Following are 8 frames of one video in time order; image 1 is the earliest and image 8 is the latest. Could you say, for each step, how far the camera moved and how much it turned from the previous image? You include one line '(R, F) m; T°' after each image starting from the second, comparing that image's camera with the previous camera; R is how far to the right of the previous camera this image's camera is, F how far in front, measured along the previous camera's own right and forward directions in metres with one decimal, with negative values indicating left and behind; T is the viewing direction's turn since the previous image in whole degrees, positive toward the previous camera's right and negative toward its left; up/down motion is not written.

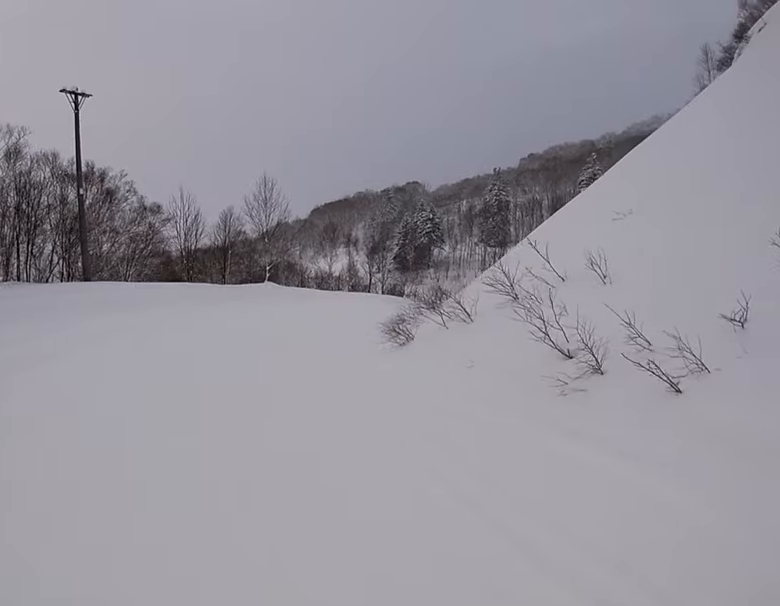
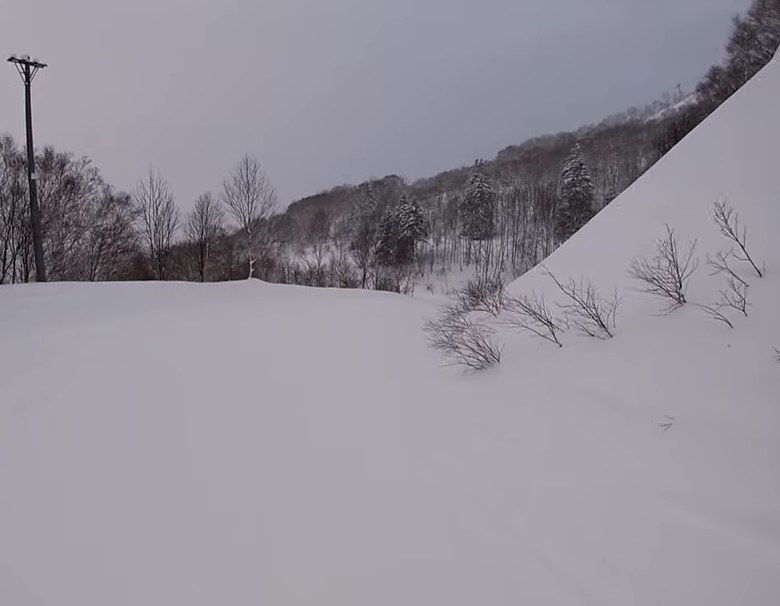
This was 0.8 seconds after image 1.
(+1.3, +4.4) m; +5°
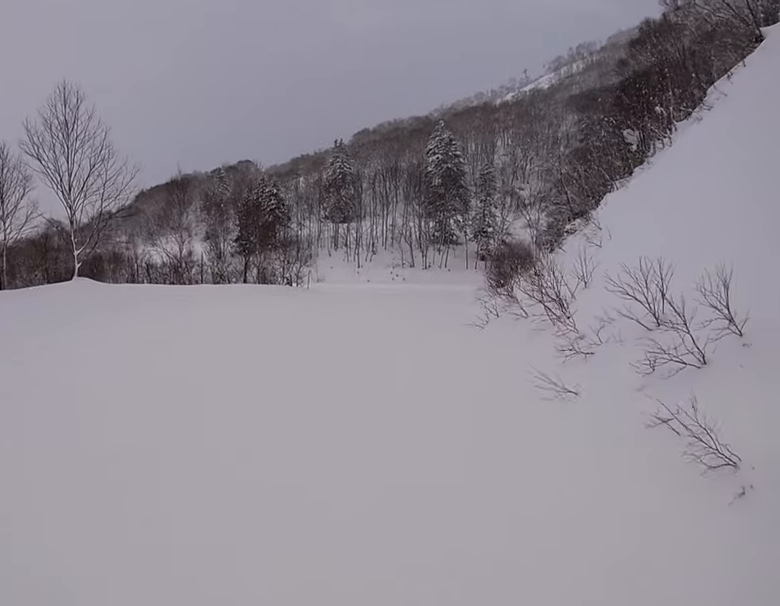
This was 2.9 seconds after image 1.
(-0.2, +10.8) m; +8°
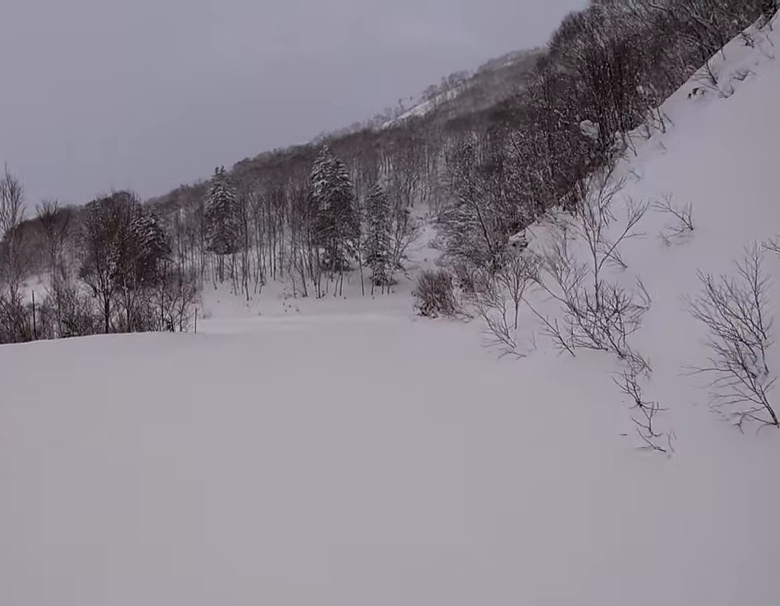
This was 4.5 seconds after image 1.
(+1.5, +7.3) m; +23°
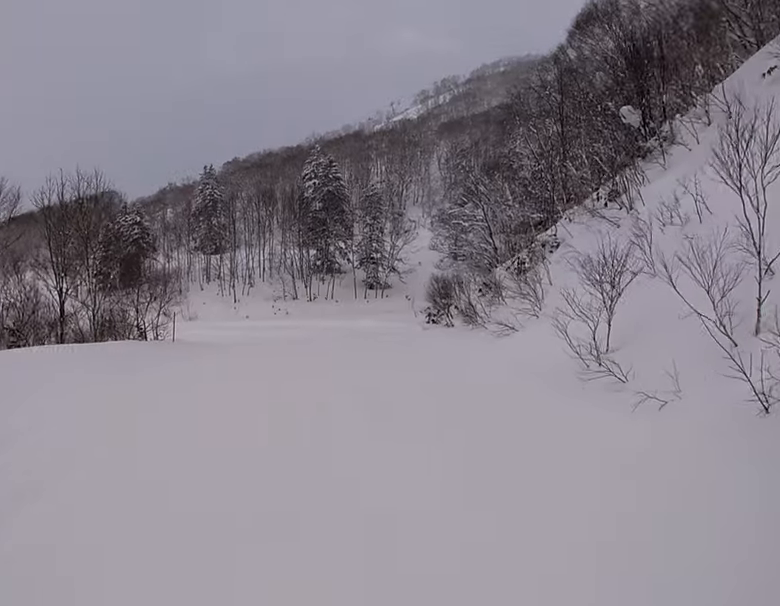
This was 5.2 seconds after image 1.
(+0.5, +3.7) m; +3°
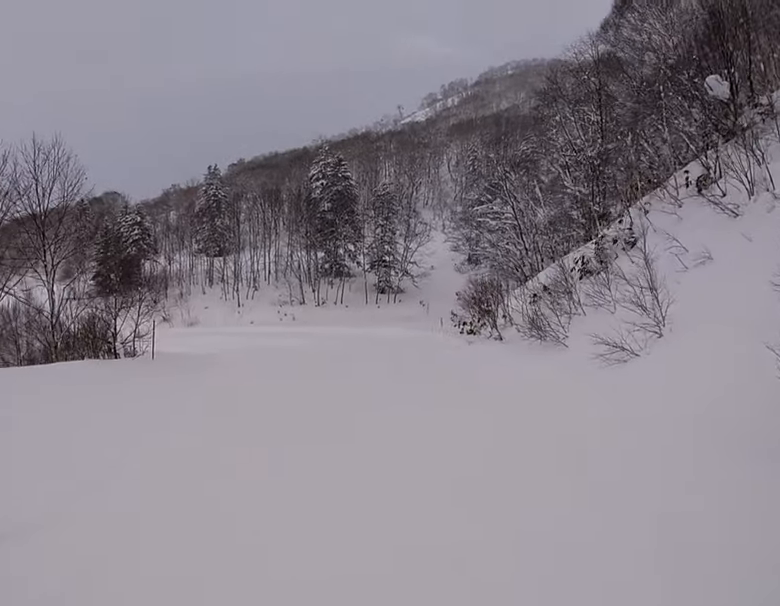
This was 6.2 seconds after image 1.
(-0.4, +4.6) m; -9°
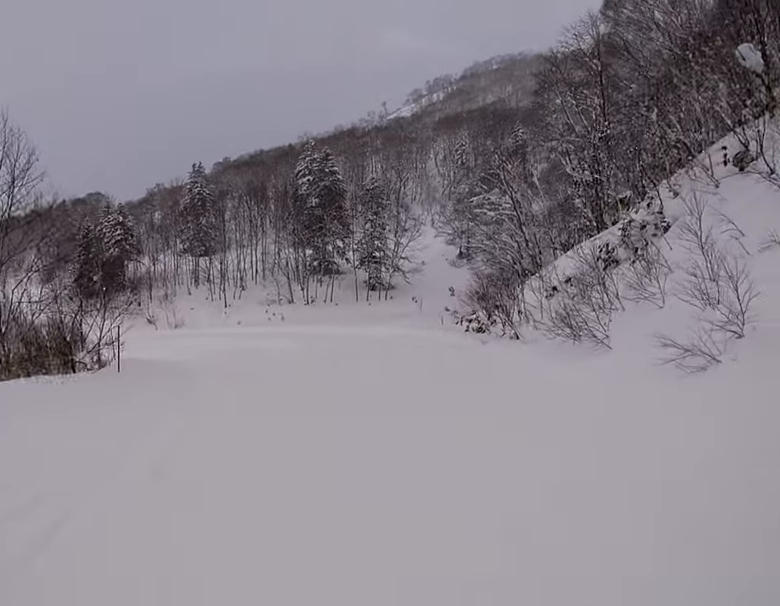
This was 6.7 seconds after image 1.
(-0.3, +2.3) m; 0°
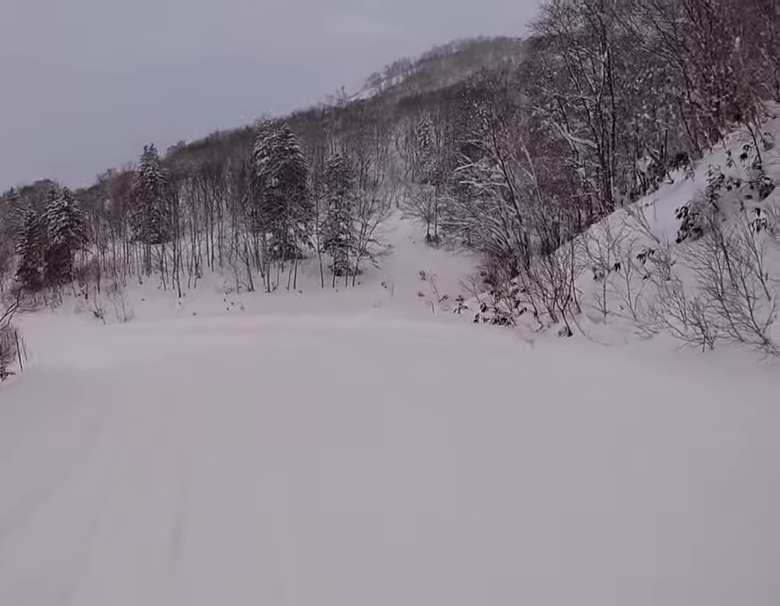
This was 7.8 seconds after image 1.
(+0.3, +5.6) m; +10°
